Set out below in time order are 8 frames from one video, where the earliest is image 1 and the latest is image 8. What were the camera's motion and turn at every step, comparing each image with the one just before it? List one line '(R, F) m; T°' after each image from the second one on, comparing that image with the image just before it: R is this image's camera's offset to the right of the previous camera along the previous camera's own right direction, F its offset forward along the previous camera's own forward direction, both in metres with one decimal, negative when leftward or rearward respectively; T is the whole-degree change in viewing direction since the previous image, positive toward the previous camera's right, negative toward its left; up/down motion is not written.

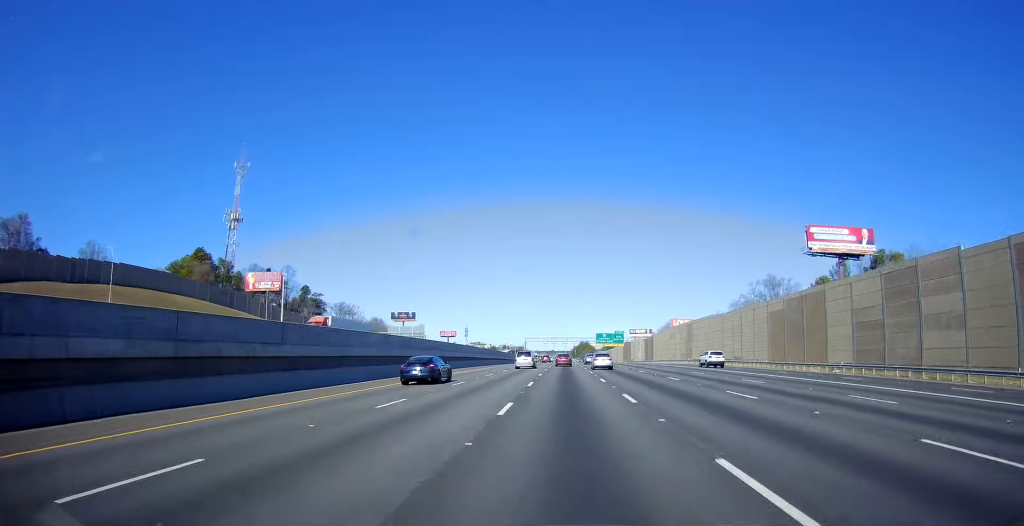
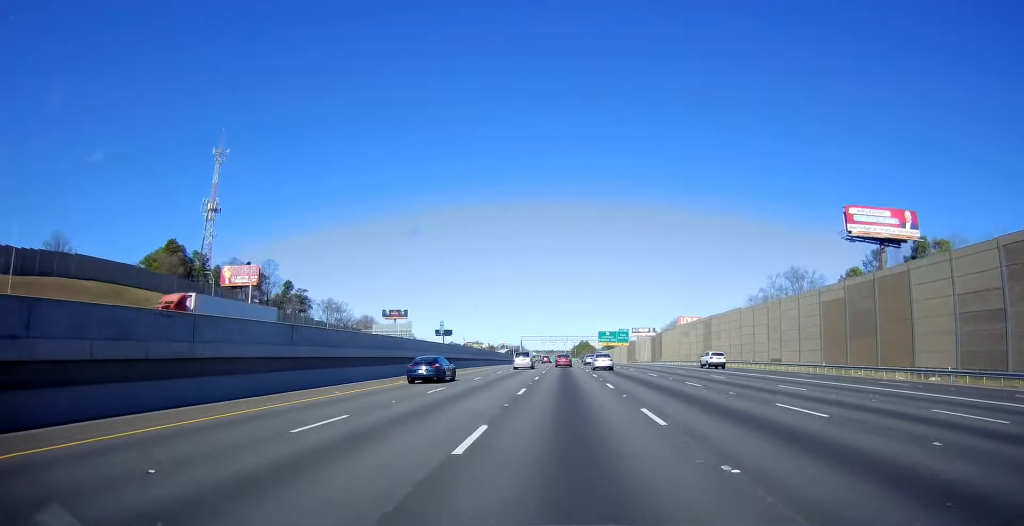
(+0.1, +17.4) m; +1°
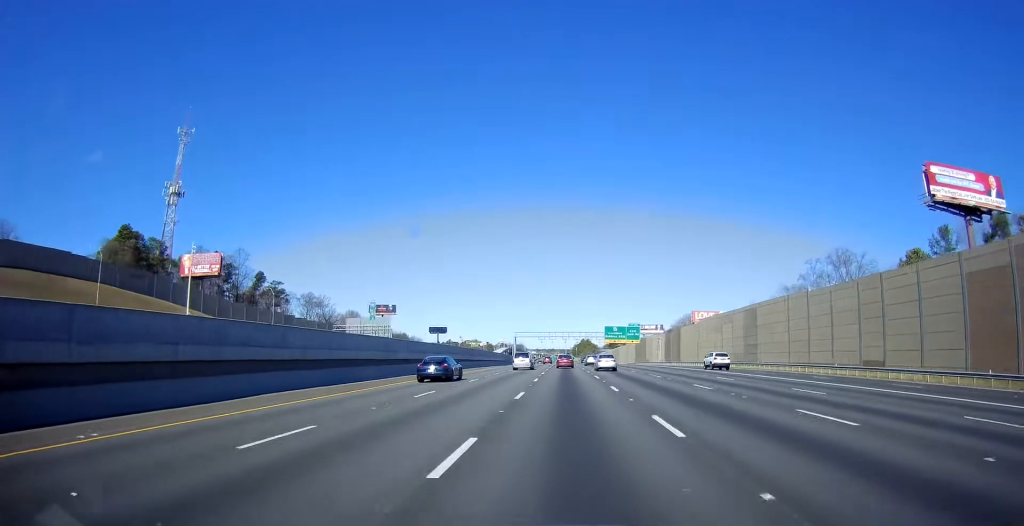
(+0.2, +26.0) m; +1°
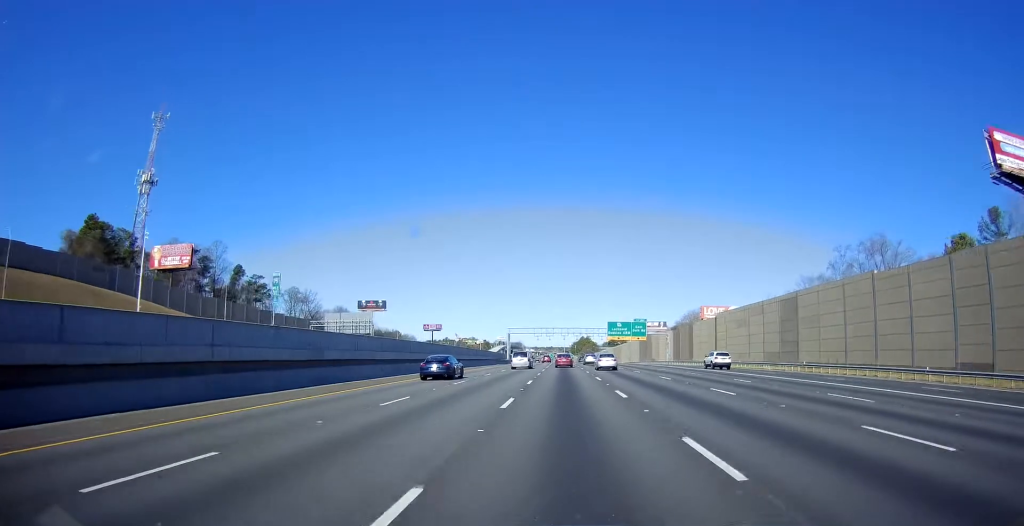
(+0.1, +15.9) m; 0°
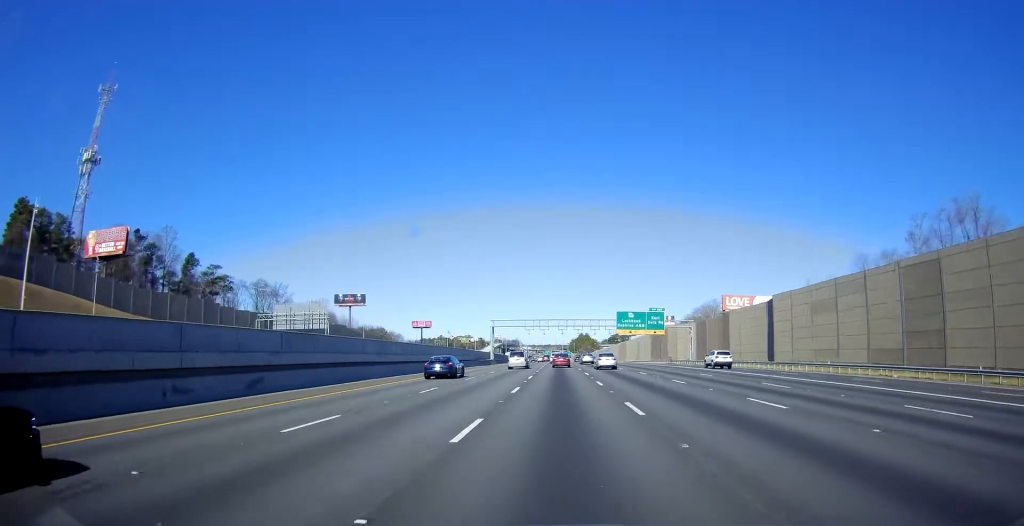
(+0.1, +30.1) m; 0°
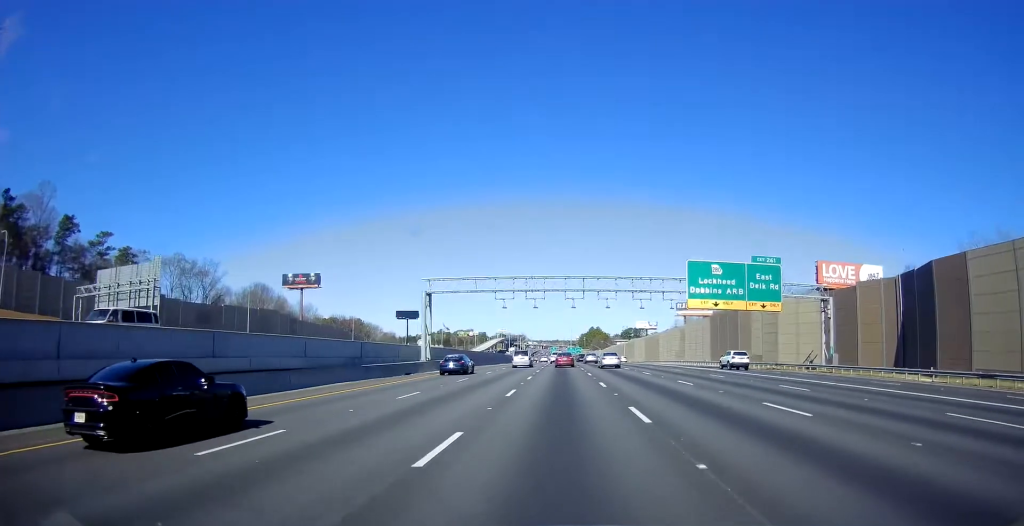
(+0.1, +62.5) m; 0°
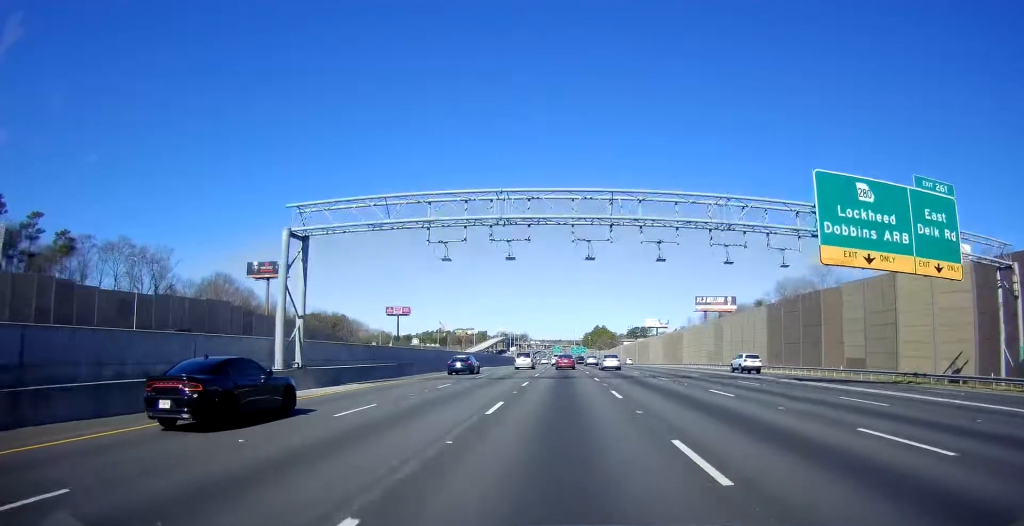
(-0.6, +29.6) m; 0°
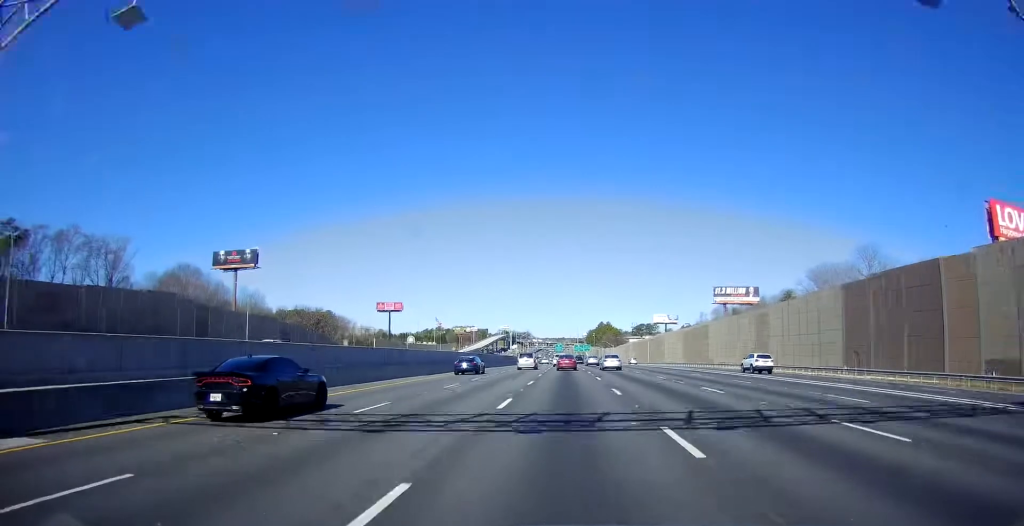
(+0.3, +22.6) m; 0°
